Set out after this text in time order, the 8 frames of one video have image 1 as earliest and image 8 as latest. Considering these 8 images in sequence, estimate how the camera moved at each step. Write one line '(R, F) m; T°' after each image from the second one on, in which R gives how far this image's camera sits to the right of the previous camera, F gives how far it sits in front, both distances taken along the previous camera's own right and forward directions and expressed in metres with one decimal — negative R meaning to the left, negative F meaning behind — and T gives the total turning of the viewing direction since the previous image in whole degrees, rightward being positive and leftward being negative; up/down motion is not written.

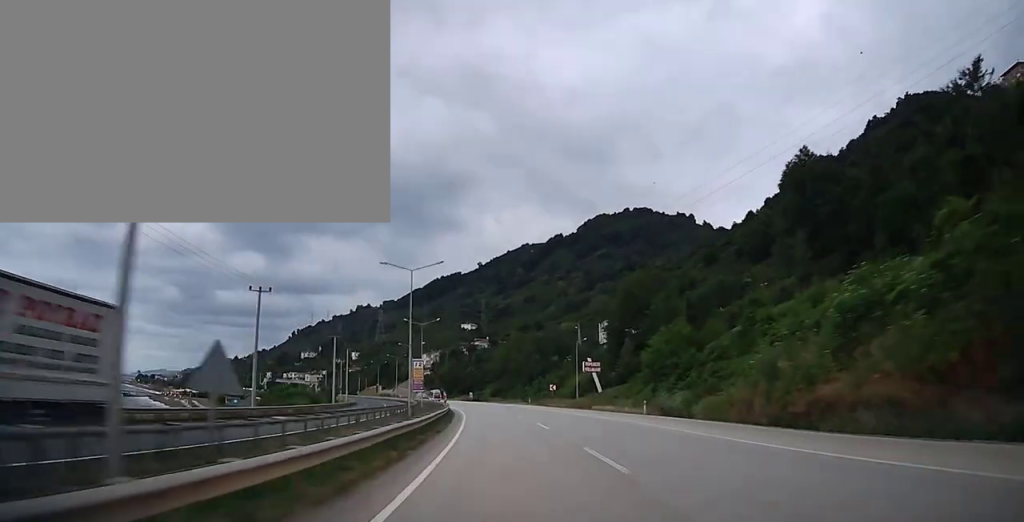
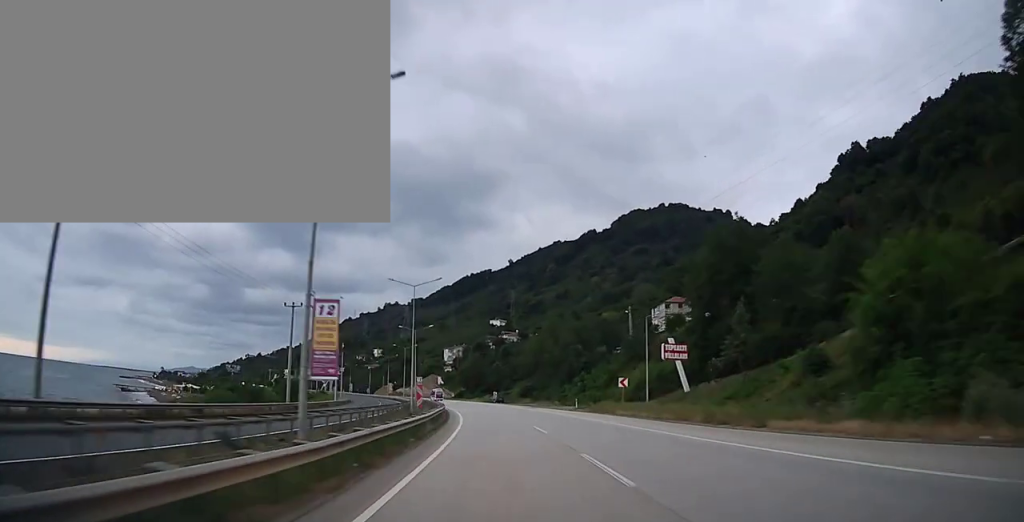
(-0.4, +27.4) m; -2°
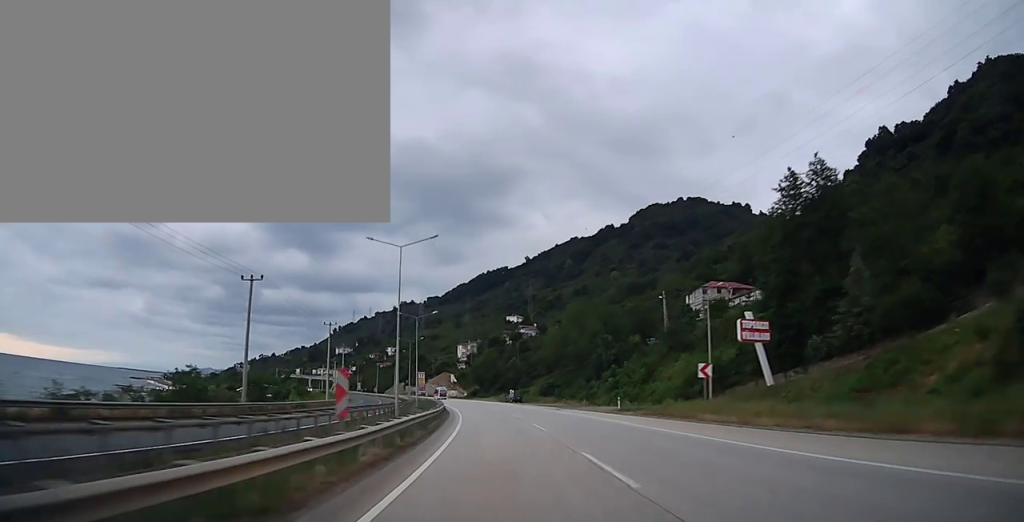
(-0.1, +14.7) m; -2°
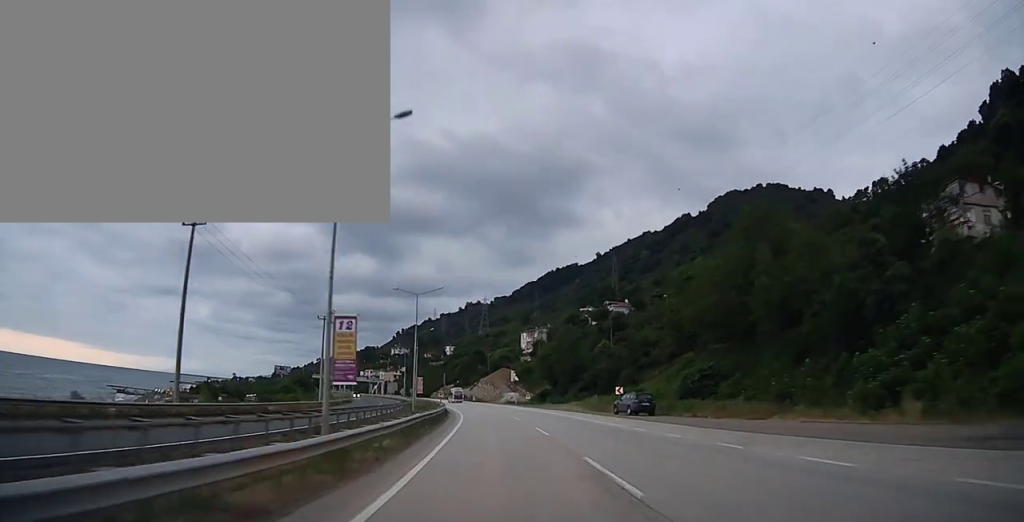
(-3.3, +53.8) m; -7°
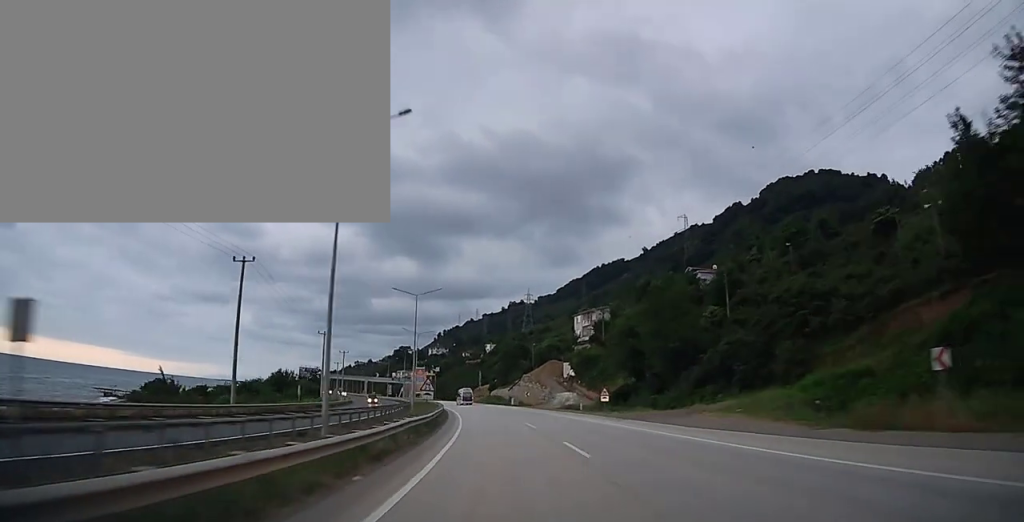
(-1.5, +36.0) m; -5°
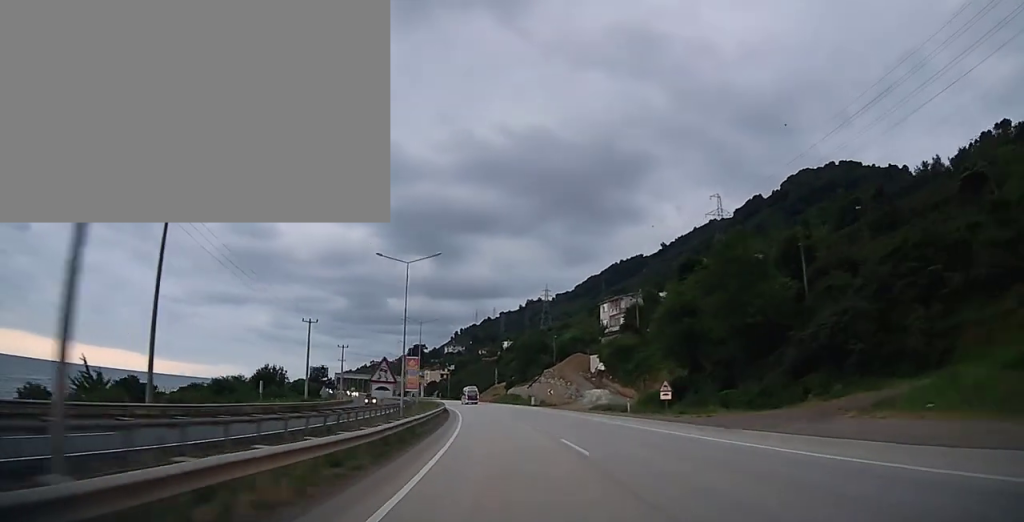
(-0.4, +13.4) m; -2°
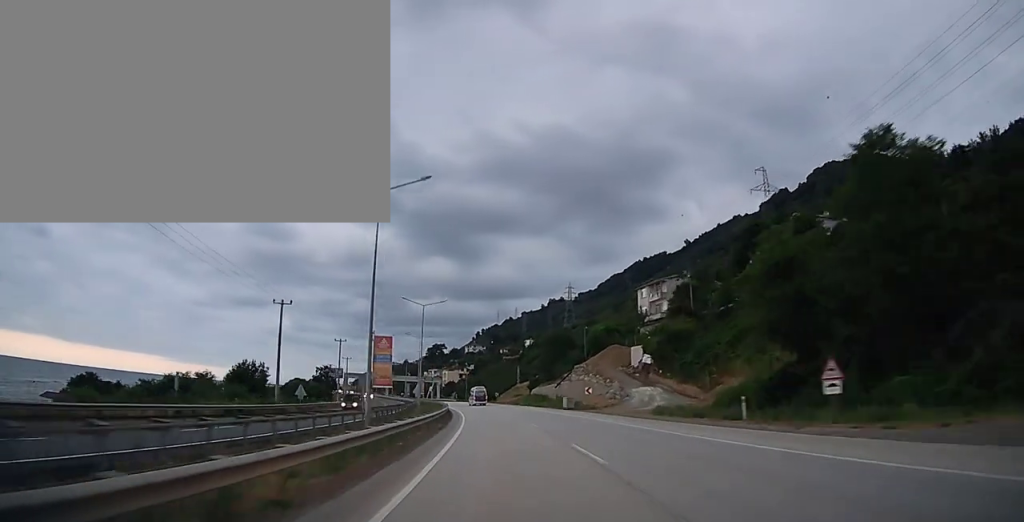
(0.0, +15.5) m; -2°
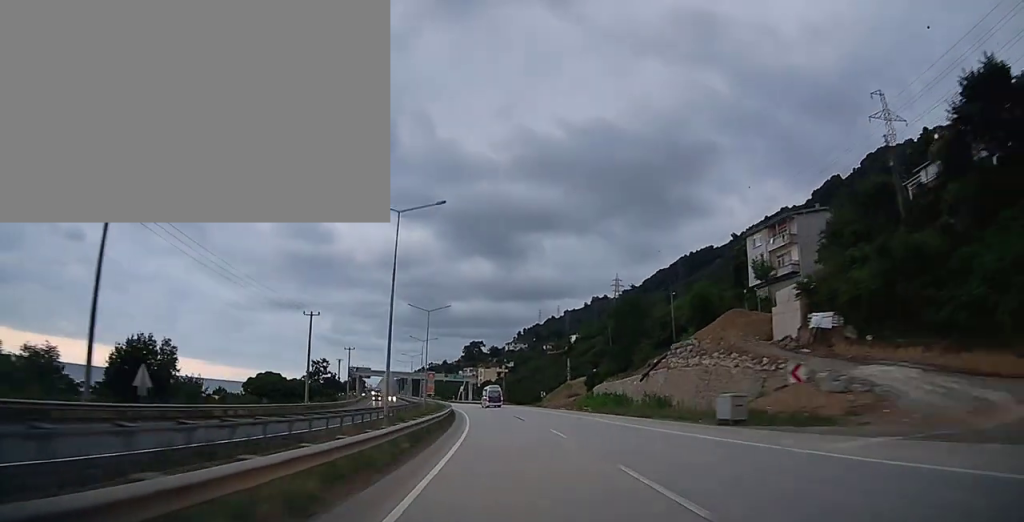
(-1.2, +32.1) m; -4°
